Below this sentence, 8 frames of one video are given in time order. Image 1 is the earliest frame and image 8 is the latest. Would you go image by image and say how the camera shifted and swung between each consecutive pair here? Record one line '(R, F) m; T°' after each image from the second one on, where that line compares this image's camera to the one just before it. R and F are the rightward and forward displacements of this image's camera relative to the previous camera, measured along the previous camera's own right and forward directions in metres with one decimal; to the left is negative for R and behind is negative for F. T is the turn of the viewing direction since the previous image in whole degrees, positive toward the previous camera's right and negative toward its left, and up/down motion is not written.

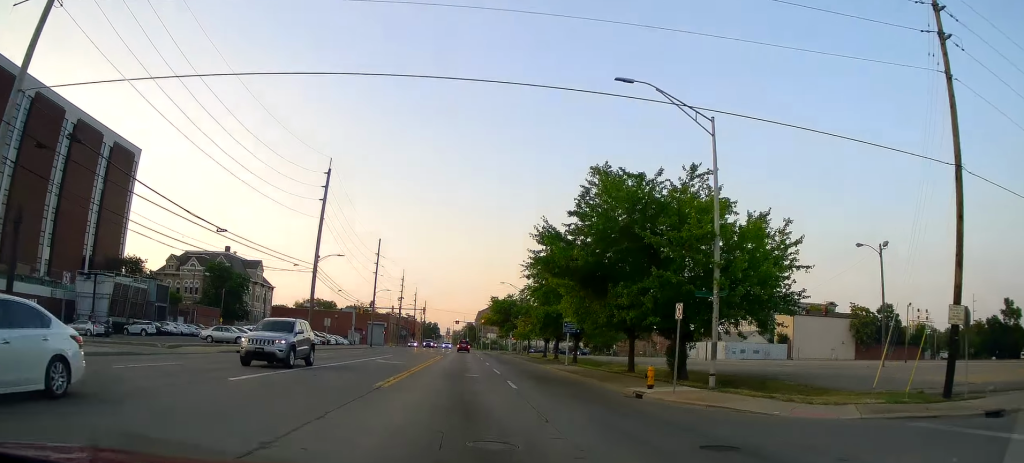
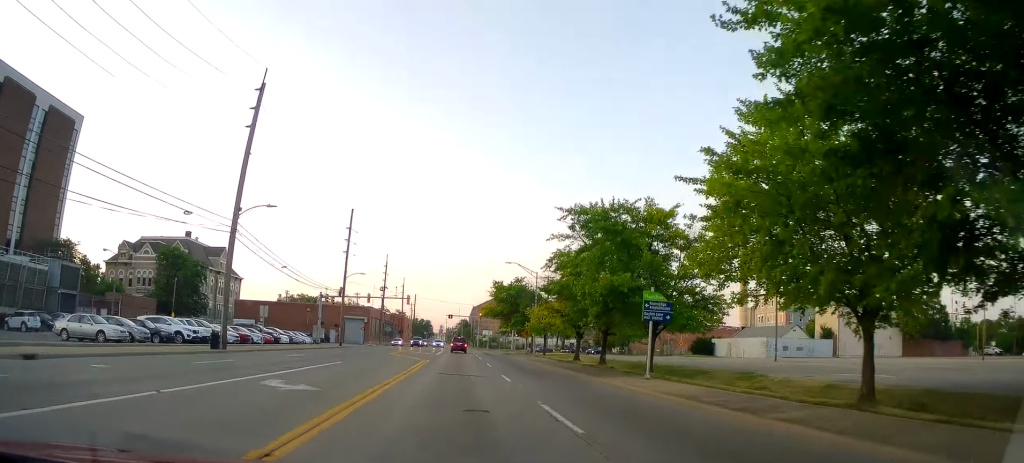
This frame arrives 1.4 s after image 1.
(+0.1, +18.6) m; -1°
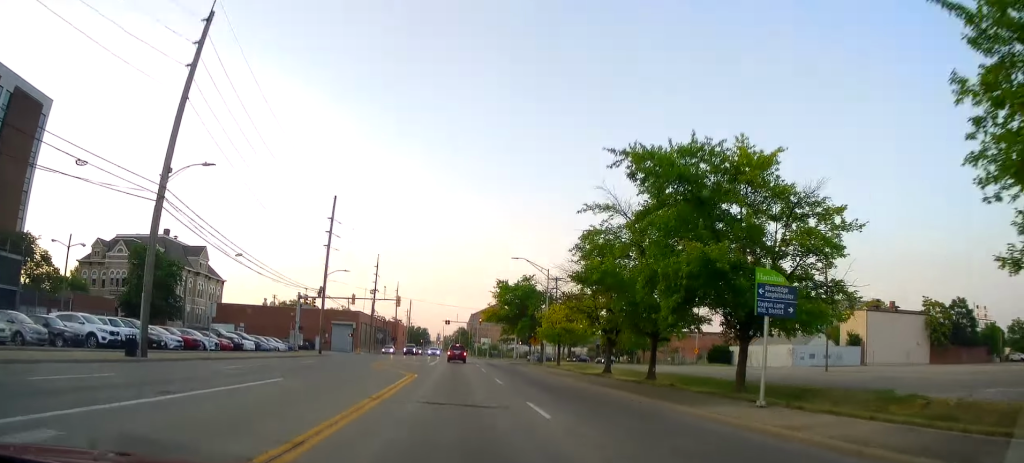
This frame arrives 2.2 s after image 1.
(0.0, +8.9) m; -2°
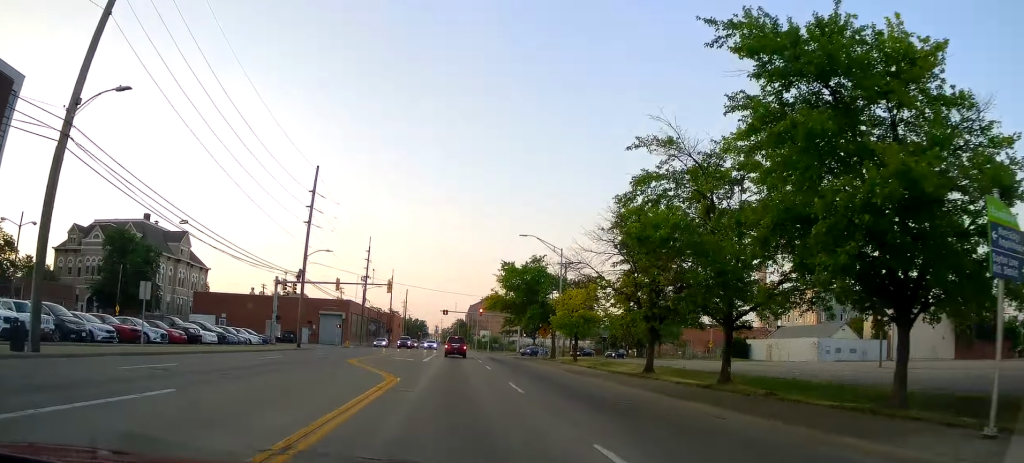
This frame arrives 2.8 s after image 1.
(0.0, +7.3) m; -1°
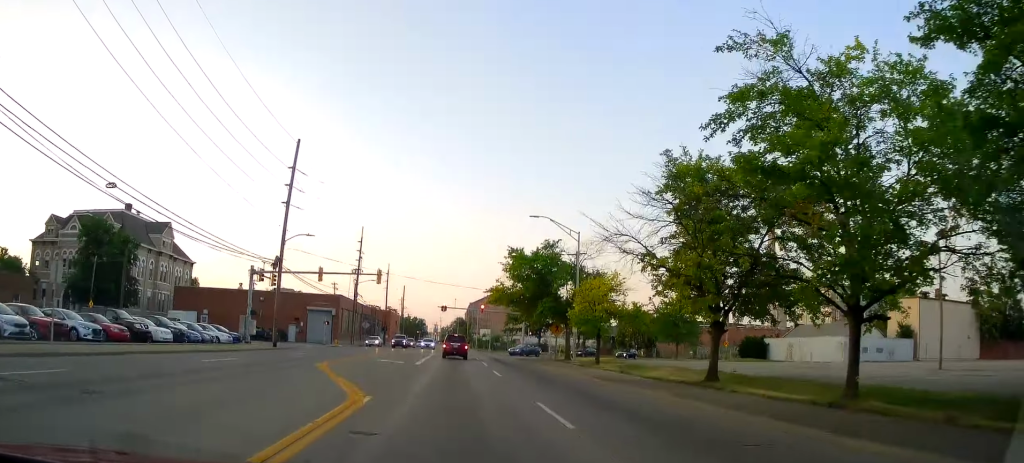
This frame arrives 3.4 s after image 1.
(-0.4, +6.4) m; +1°
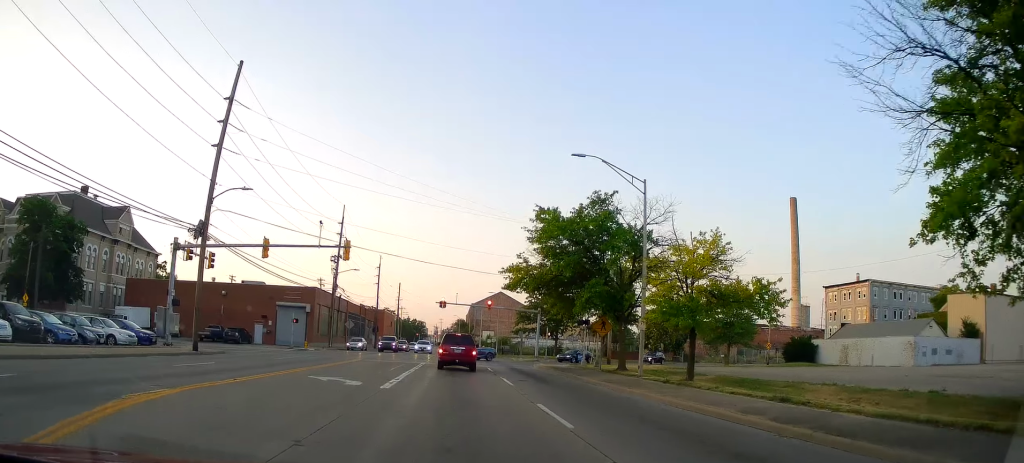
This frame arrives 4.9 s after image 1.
(+0.9, +13.2) m; +4°
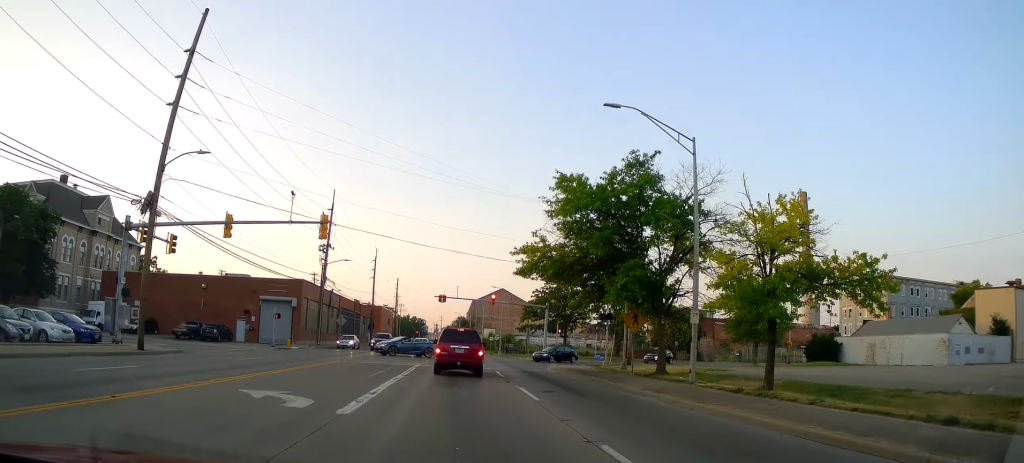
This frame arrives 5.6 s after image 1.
(-0.2, +5.5) m; -1°
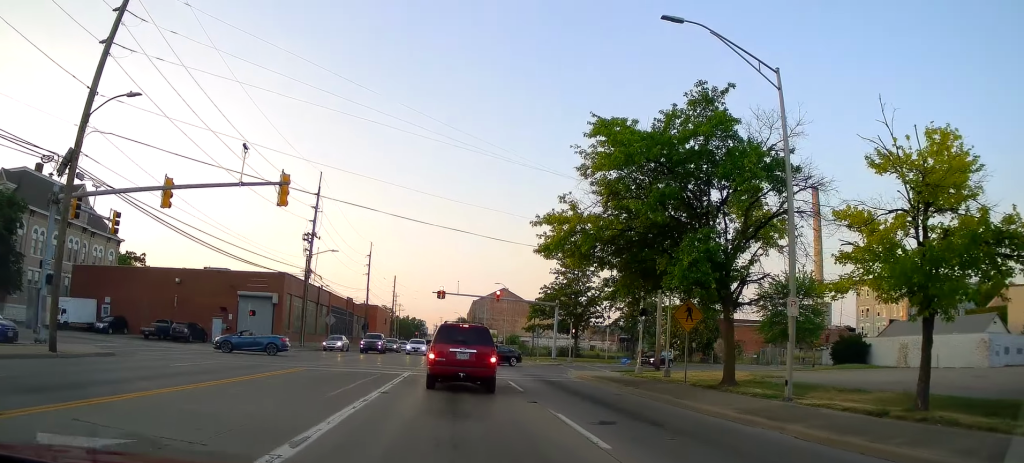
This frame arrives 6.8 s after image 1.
(+0.1, +5.8) m; -3°
